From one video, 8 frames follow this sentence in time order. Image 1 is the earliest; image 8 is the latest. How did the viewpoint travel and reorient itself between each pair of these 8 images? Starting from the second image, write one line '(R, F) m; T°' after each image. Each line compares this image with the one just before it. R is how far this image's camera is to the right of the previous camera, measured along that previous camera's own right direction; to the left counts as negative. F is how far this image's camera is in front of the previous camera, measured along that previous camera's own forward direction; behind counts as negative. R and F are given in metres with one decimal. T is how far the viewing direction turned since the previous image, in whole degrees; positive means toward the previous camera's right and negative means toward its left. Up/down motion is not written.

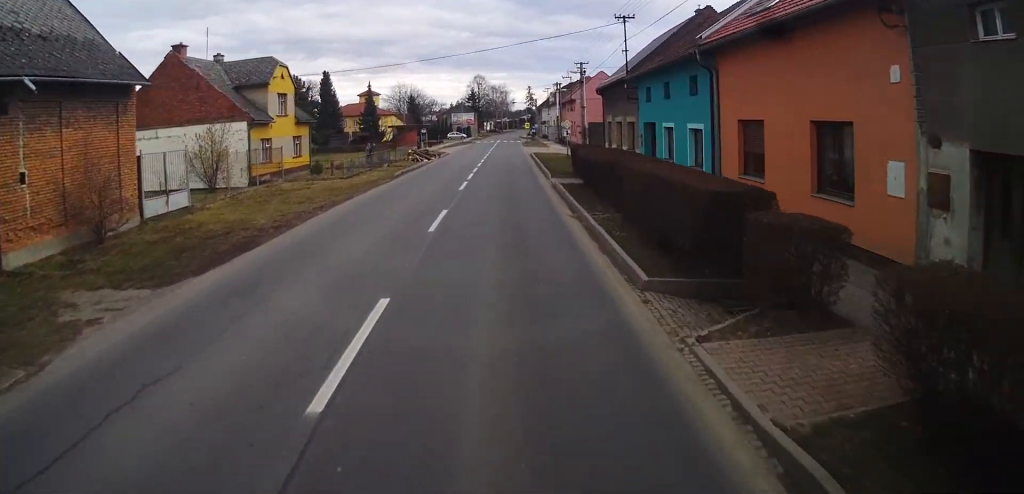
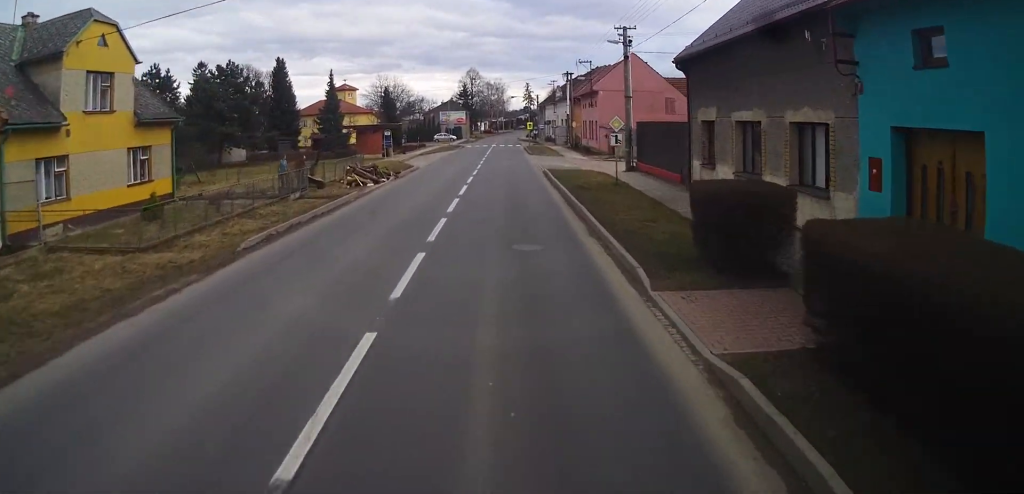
(+0.2, +19.6) m; +2°
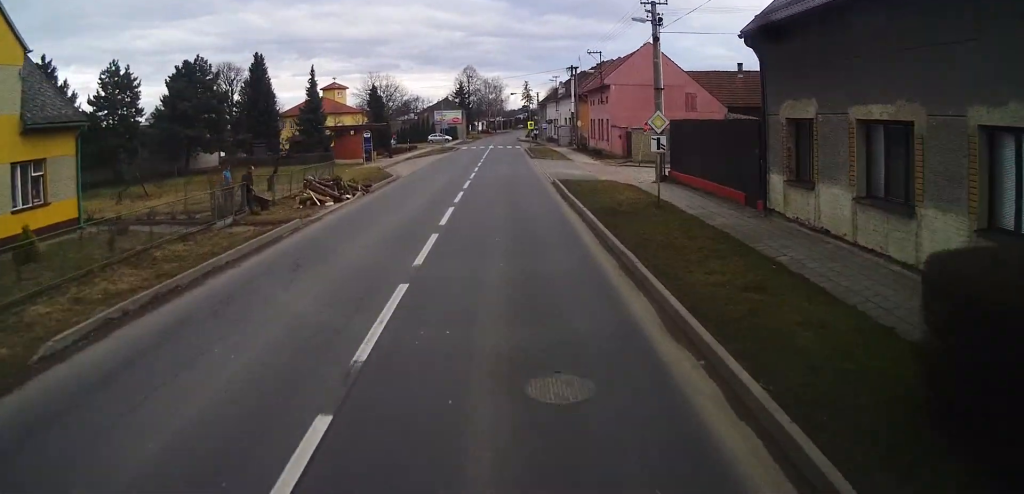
(+0.1, +6.9) m; 0°
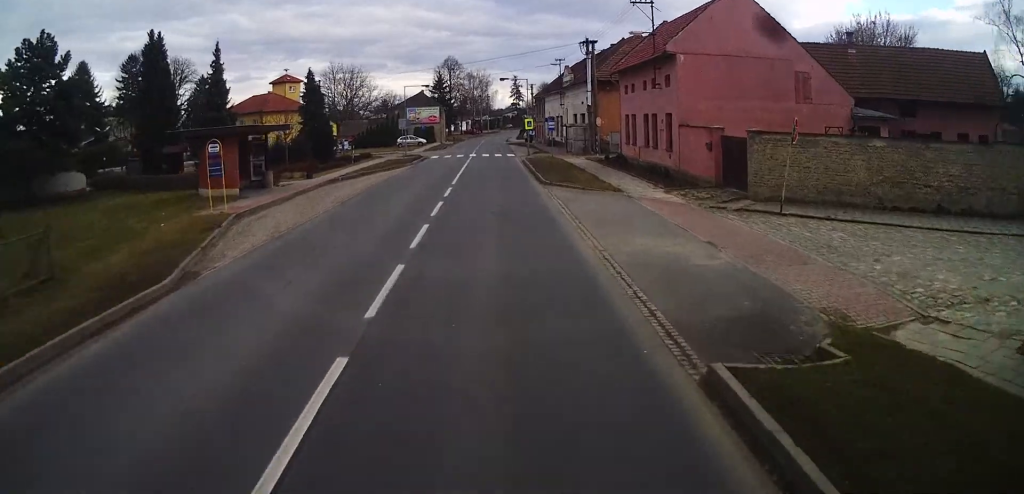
(-0.3, +21.5) m; -1°
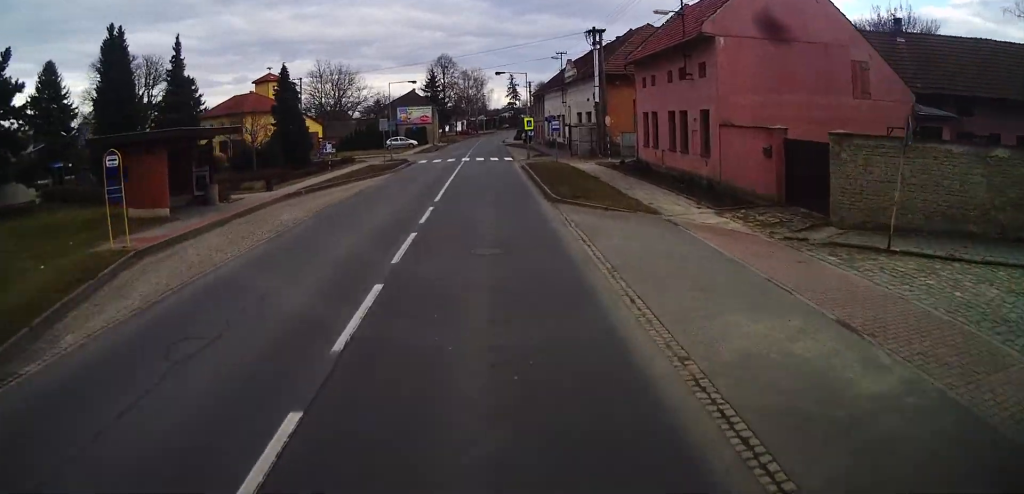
(0.0, +5.7) m; 0°
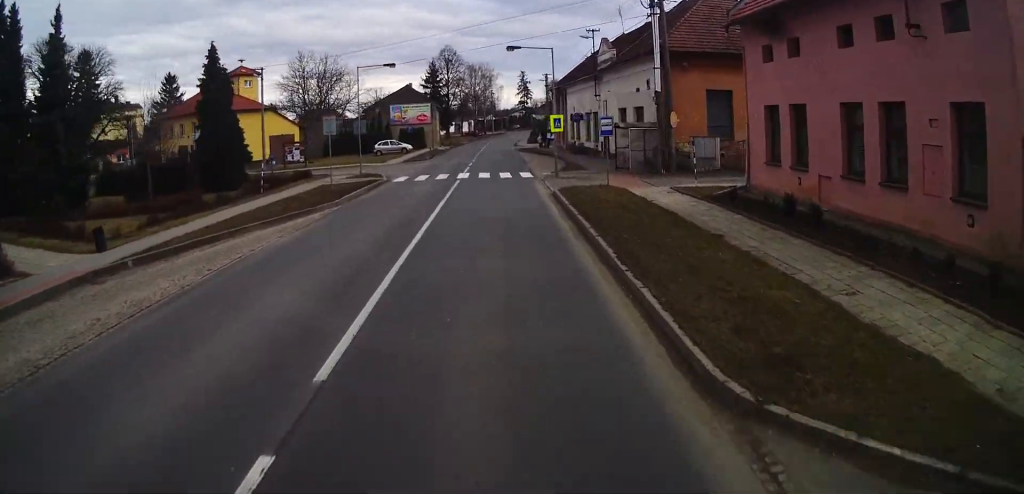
(+0.3, +14.0) m; +1°
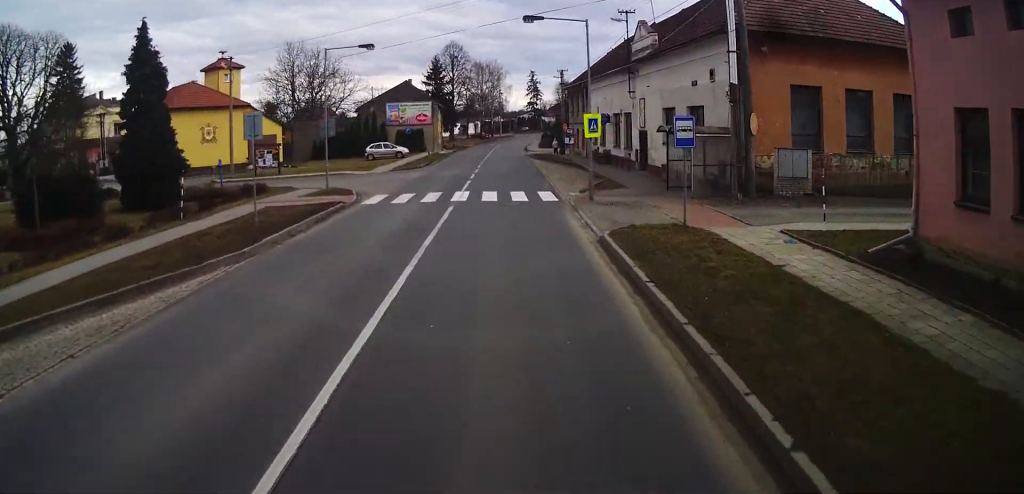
(-0.2, +8.5) m; 0°
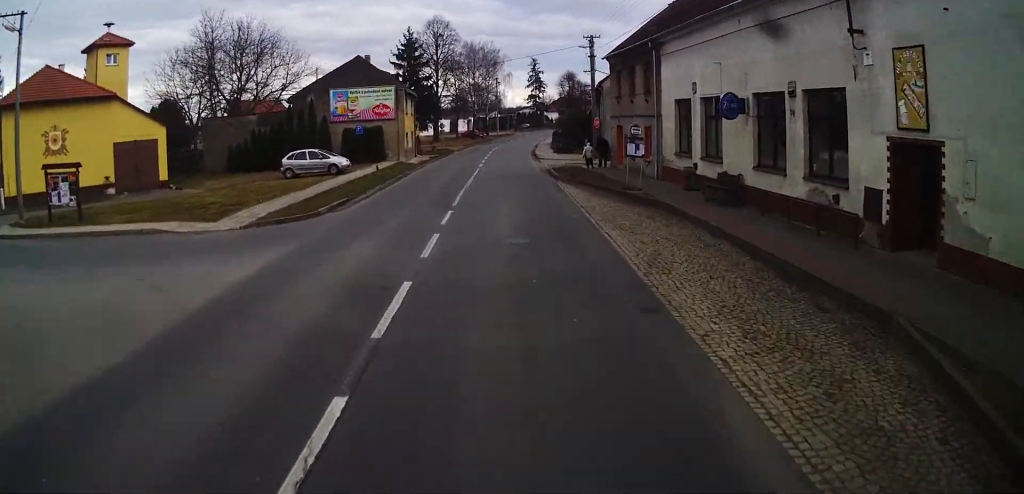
(+0.1, +23.0) m; 0°
